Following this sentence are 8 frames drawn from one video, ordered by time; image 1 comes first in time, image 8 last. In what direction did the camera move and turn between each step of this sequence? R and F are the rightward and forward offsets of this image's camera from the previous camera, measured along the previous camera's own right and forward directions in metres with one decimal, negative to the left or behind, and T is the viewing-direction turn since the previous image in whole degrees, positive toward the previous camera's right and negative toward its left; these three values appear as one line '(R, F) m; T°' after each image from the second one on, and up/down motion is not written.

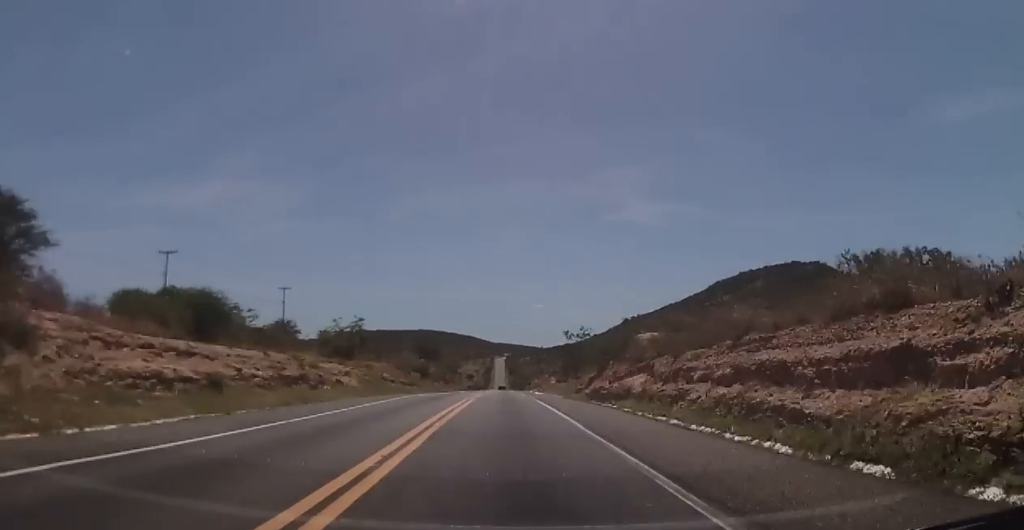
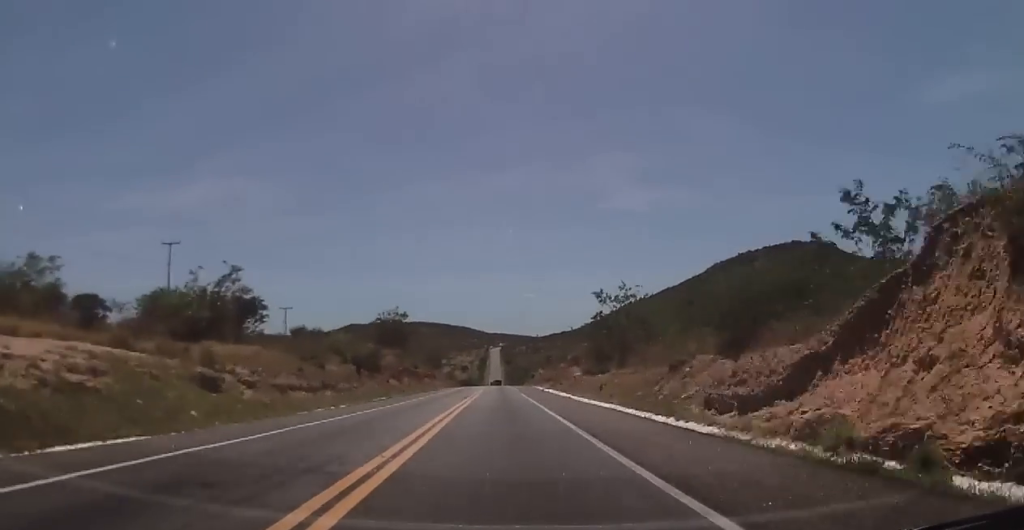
(0.0, +38.3) m; +1°
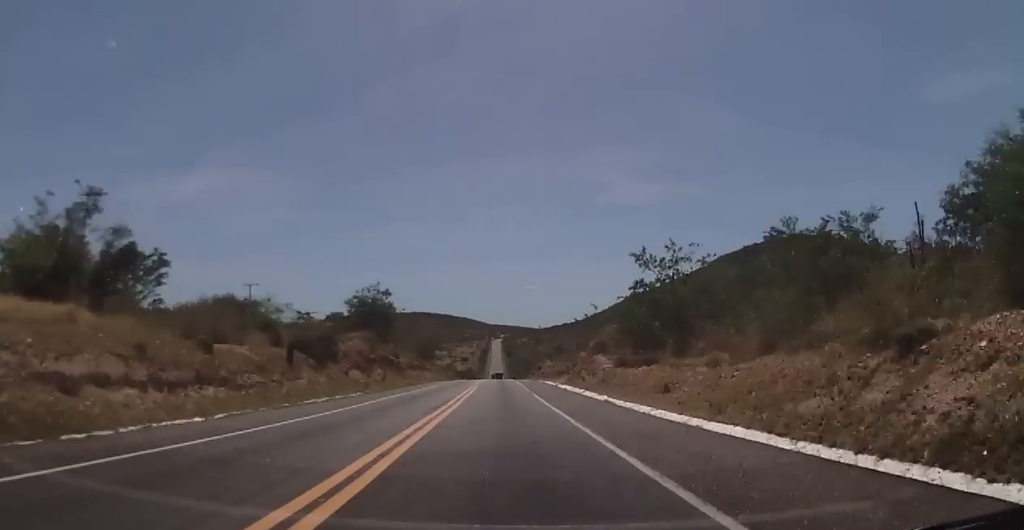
(+0.4, +17.6) m; 0°
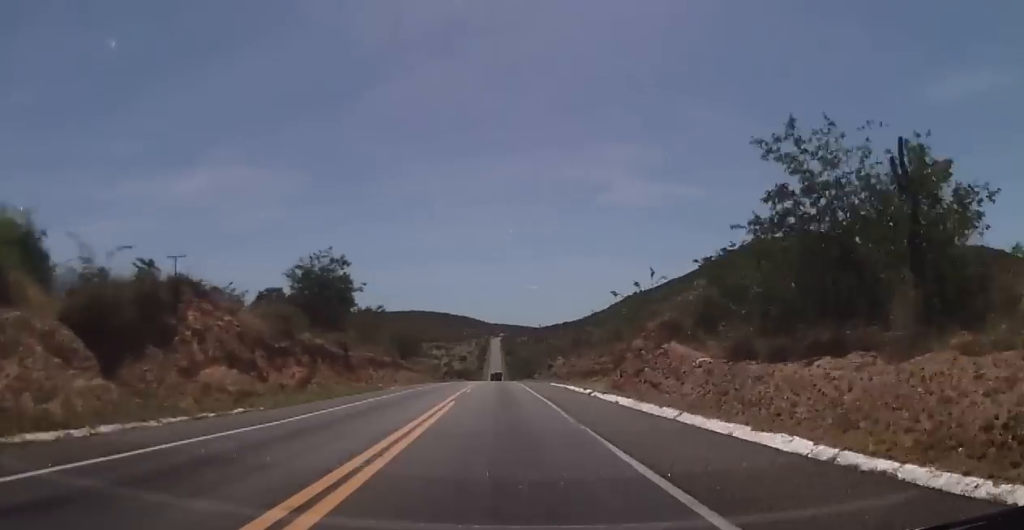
(-0.1, +24.3) m; 0°
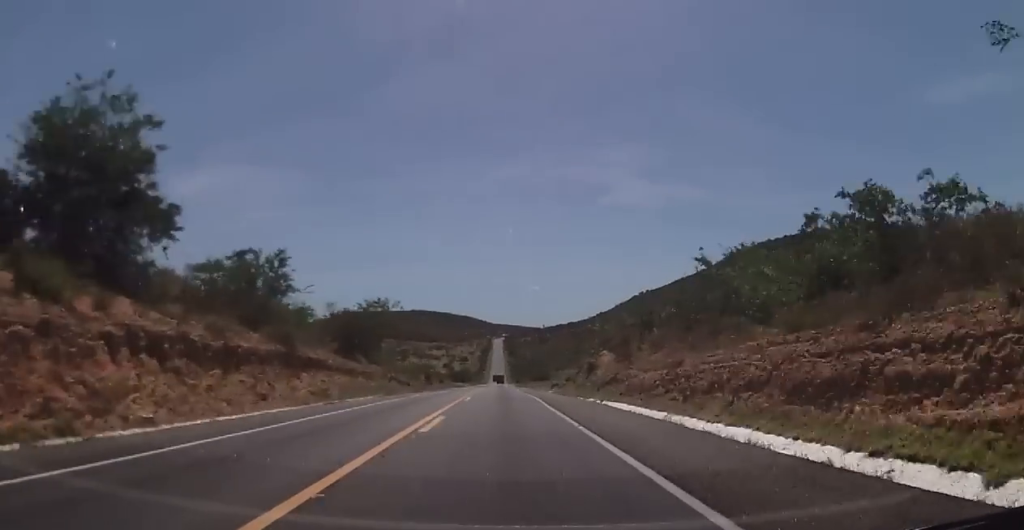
(-0.3, +38.3) m; 0°
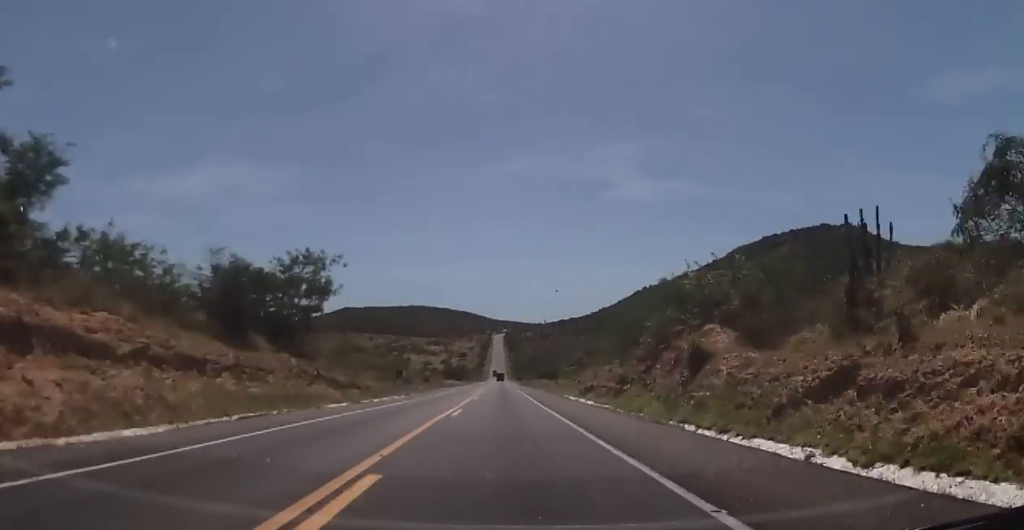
(0.0, +28.1) m; 0°
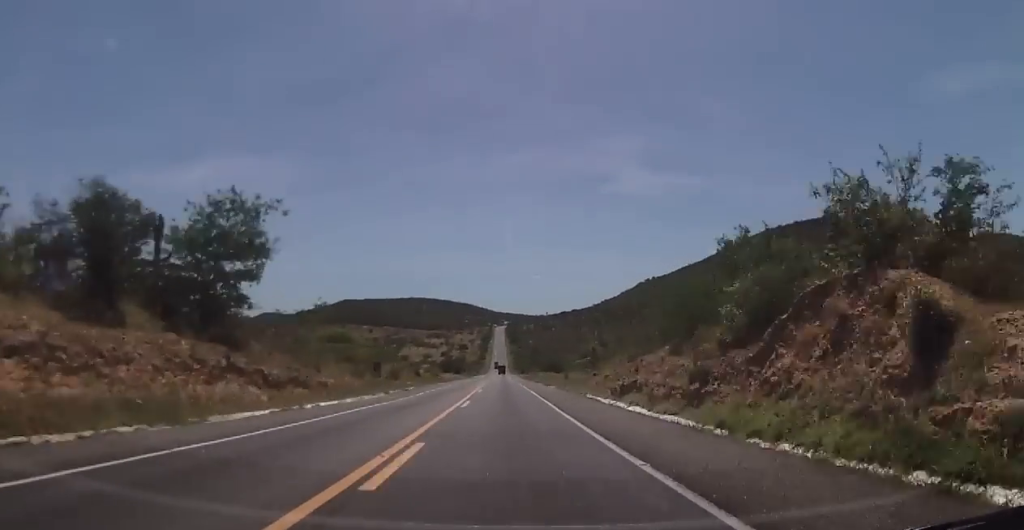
(0.0, +14.0) m; 0°
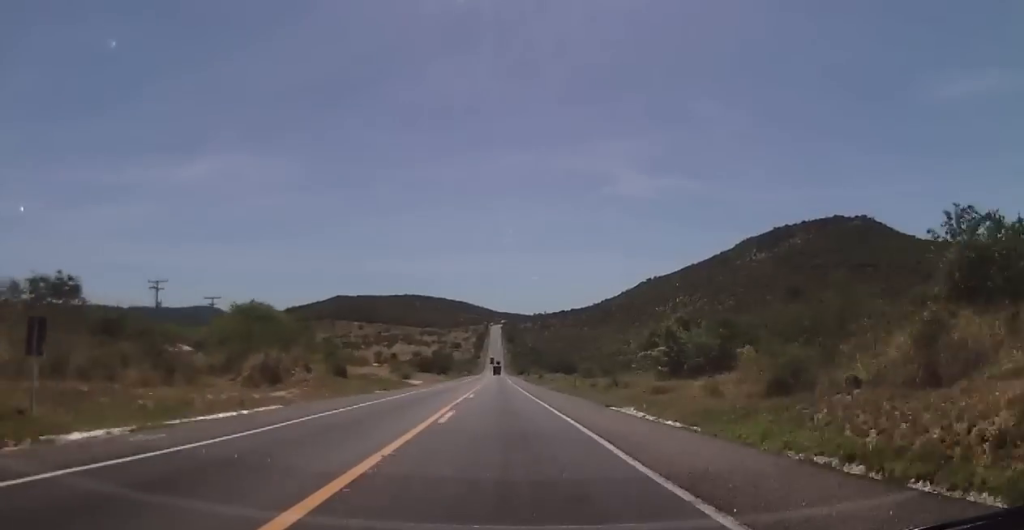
(0.0, +43.6) m; 0°
